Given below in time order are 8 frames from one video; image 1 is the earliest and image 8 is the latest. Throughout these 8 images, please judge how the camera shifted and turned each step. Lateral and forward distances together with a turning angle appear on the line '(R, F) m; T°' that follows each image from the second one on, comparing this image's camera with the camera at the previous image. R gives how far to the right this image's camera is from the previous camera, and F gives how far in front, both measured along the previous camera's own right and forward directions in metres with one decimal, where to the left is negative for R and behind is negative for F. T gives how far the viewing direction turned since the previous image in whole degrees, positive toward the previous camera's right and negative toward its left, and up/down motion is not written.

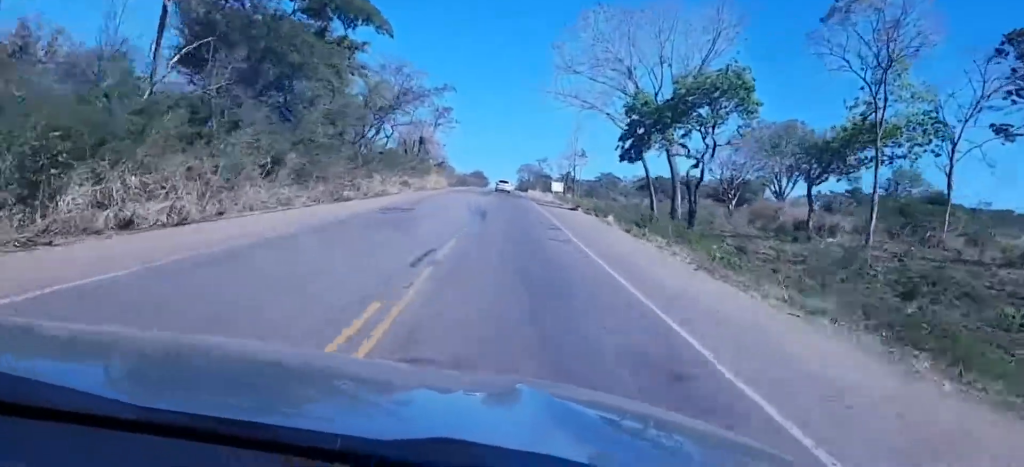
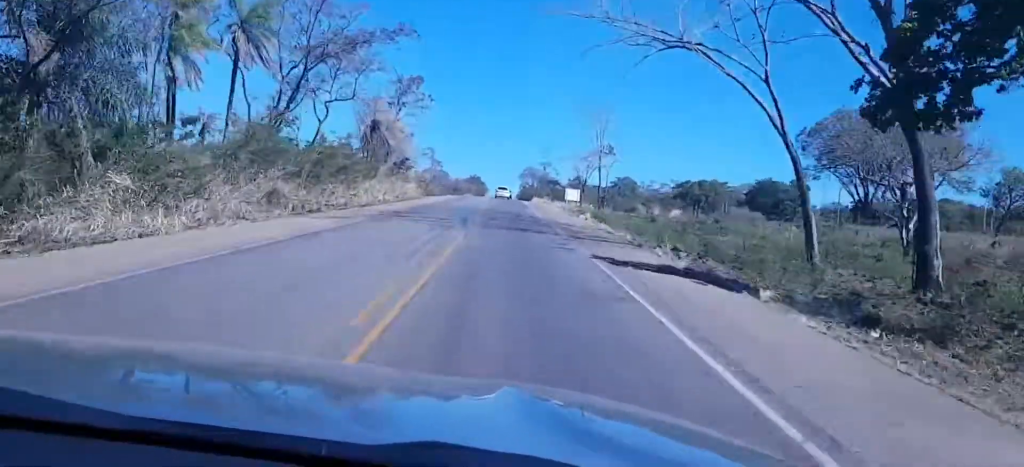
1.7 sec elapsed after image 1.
(-0.9, +45.4) m; -1°
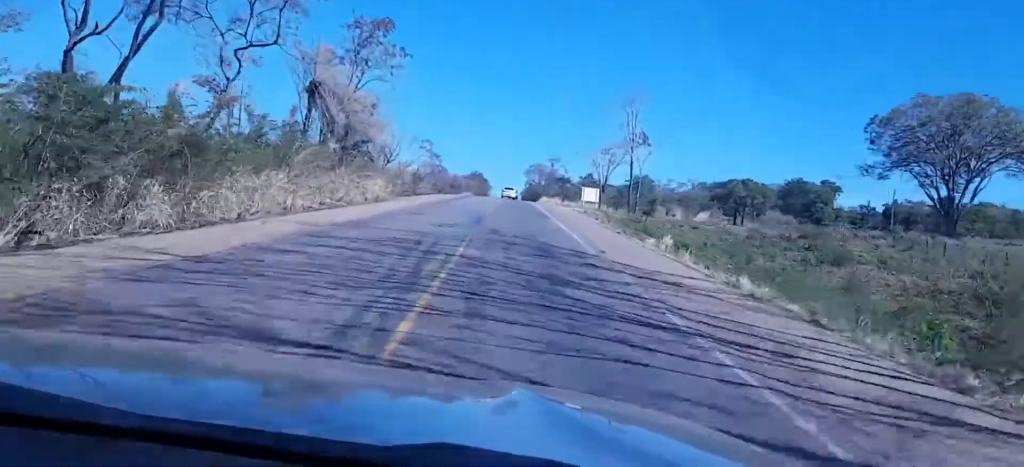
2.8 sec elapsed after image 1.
(0.0, +27.6) m; +1°
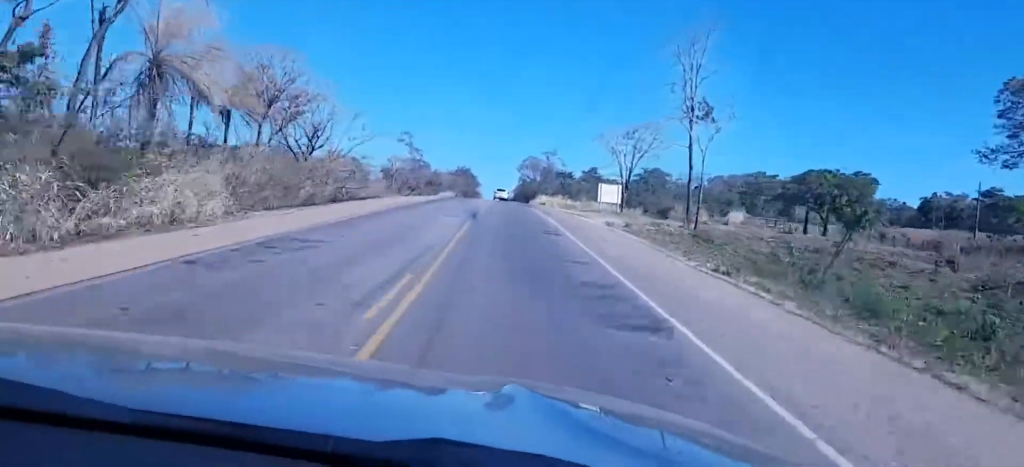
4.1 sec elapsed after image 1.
(+0.5, +36.2) m; 0°
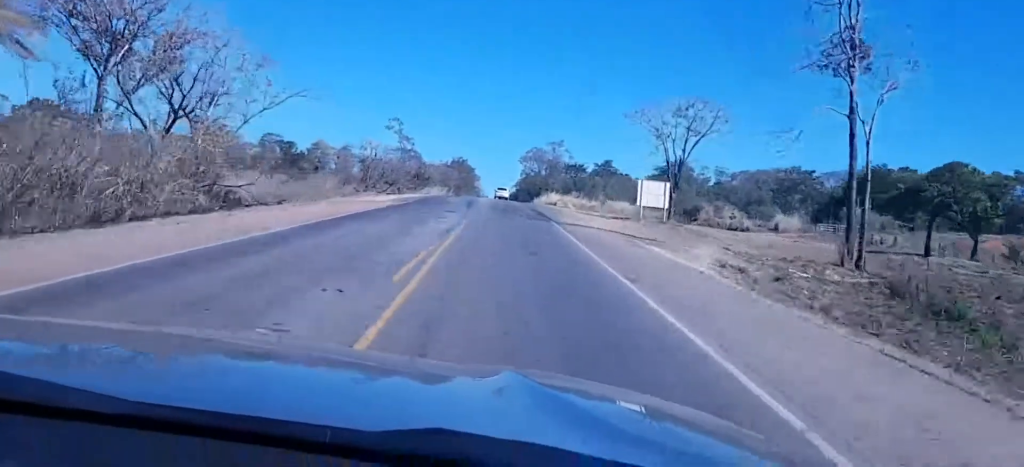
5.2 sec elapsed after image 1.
(-0.6, +29.3) m; -2°
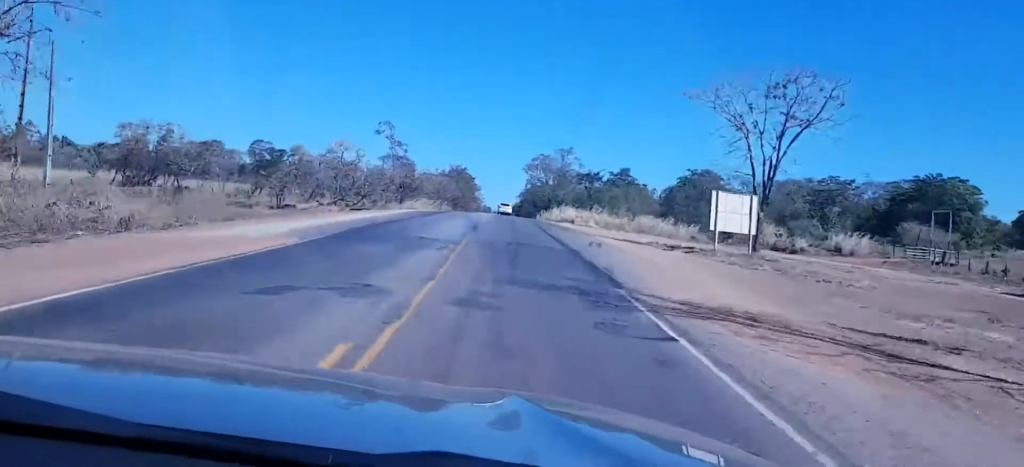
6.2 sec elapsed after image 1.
(-0.4, +23.9) m; 0°
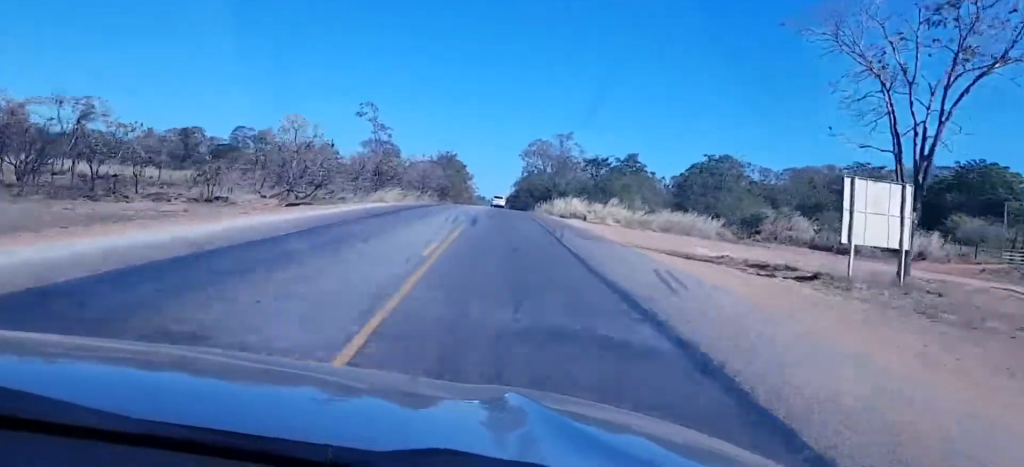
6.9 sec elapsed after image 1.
(+0.4, +18.7) m; +1°
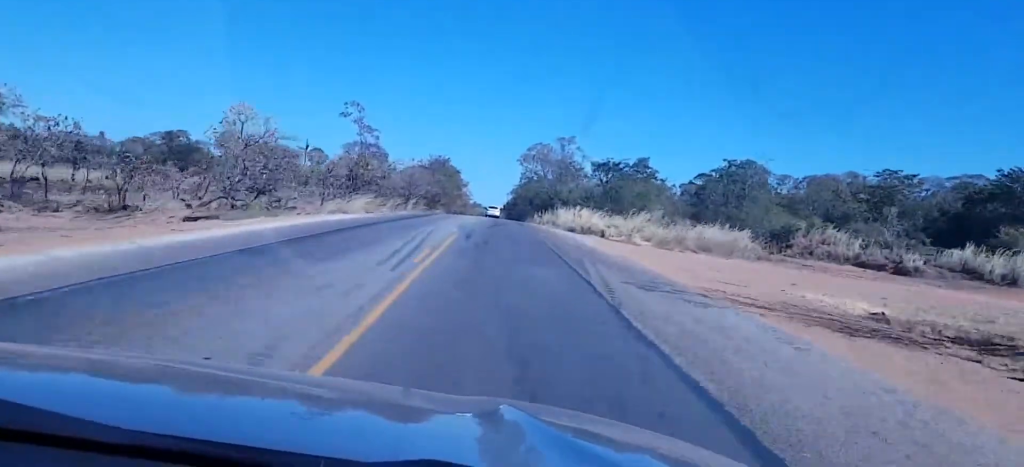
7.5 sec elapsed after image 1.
(0.0, +15.7) m; 0°
